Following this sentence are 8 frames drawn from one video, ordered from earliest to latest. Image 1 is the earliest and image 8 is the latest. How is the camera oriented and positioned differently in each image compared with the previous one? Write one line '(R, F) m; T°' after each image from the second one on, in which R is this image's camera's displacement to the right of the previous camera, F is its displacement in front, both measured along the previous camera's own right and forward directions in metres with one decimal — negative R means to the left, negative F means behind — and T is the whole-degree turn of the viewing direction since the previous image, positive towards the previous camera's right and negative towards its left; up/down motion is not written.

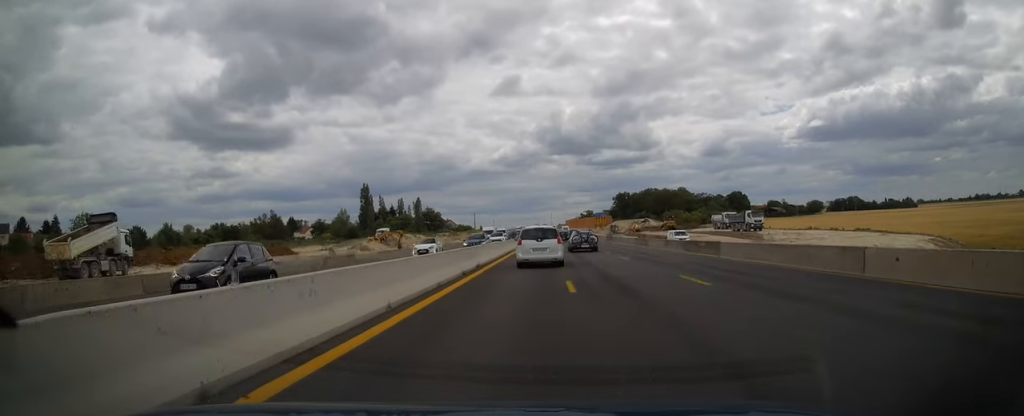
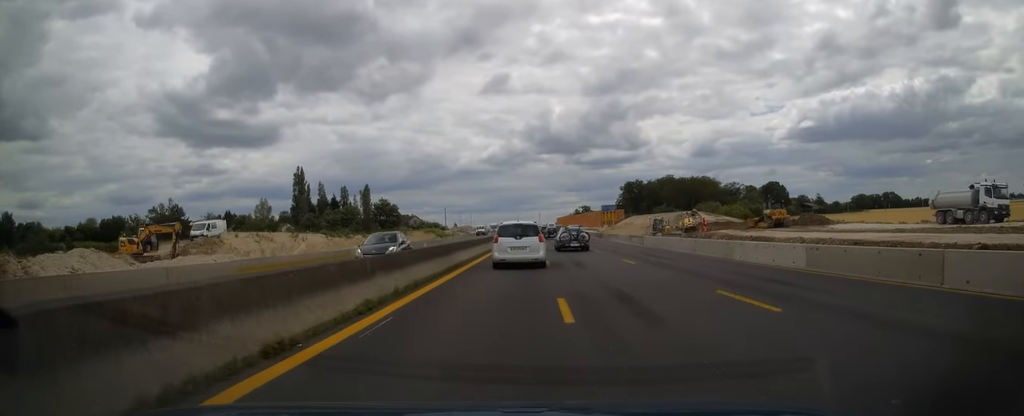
(+0.2, +69.6) m; +1°
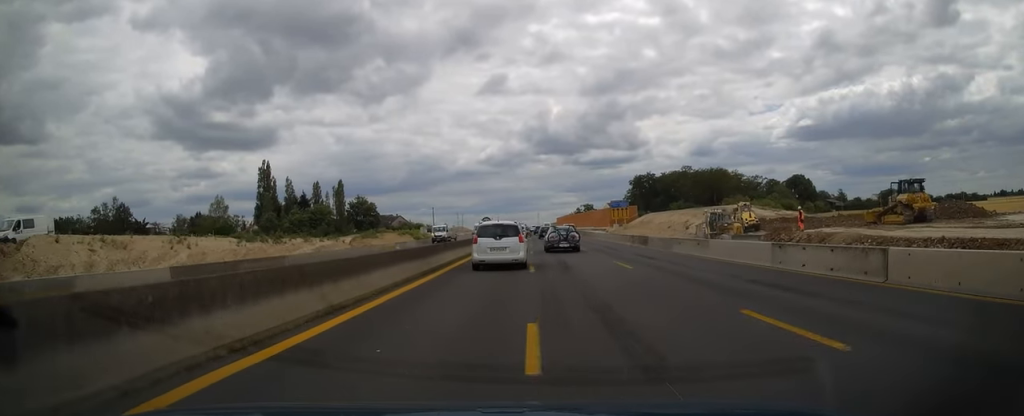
(+0.1, +28.9) m; 0°
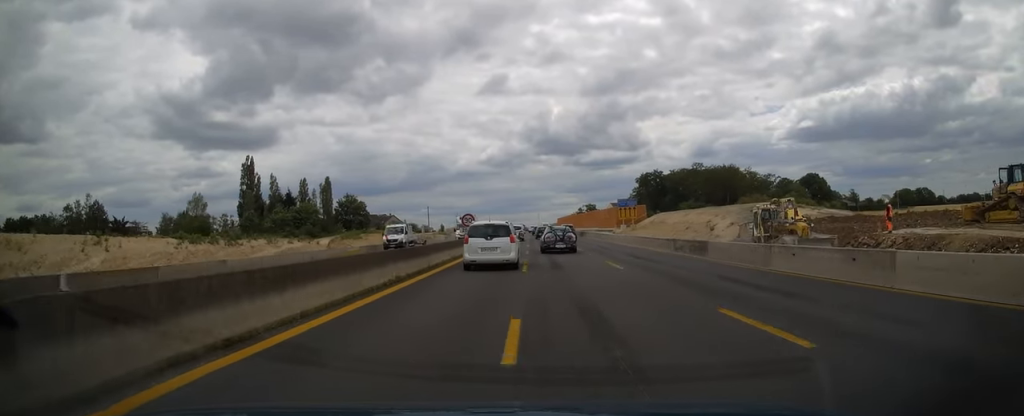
(0.0, +12.6) m; 0°
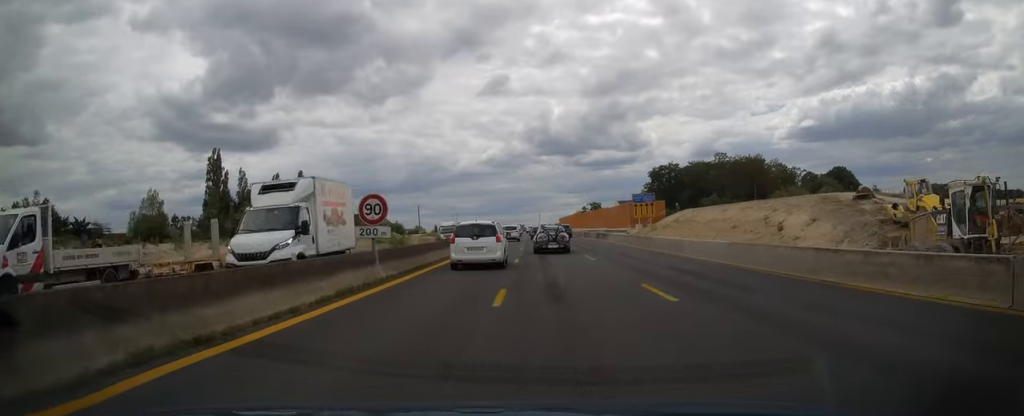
(0.0, +21.6) m; 0°
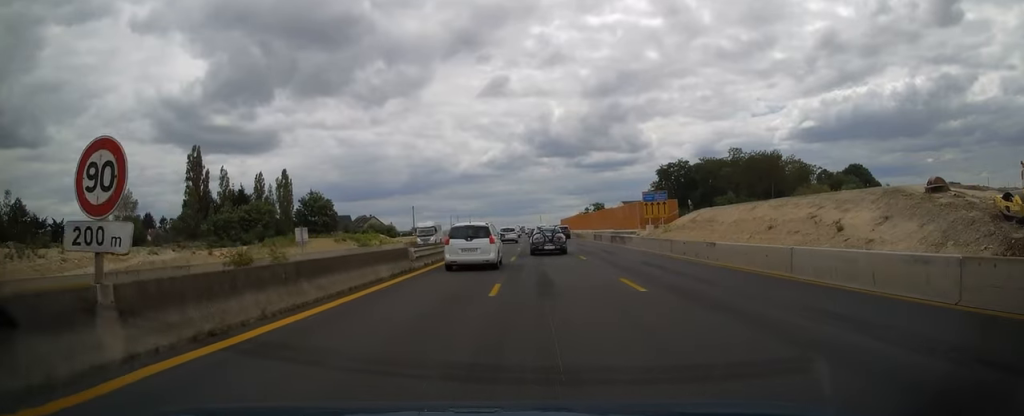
(0.0, +11.2) m; 0°
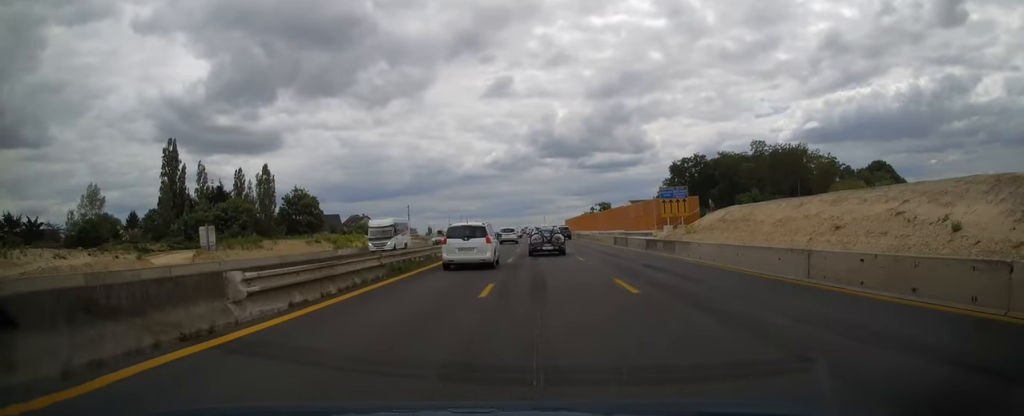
(-0.1, +13.3) m; 0°
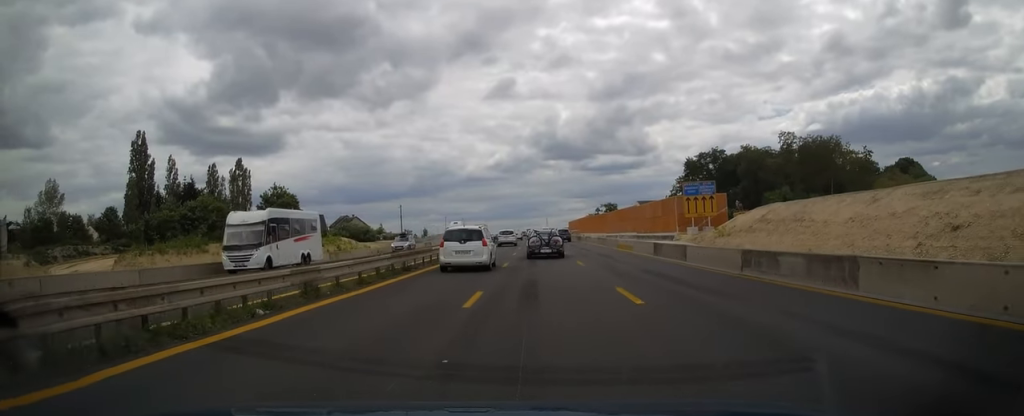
(0.0, +14.5) m; 0°
